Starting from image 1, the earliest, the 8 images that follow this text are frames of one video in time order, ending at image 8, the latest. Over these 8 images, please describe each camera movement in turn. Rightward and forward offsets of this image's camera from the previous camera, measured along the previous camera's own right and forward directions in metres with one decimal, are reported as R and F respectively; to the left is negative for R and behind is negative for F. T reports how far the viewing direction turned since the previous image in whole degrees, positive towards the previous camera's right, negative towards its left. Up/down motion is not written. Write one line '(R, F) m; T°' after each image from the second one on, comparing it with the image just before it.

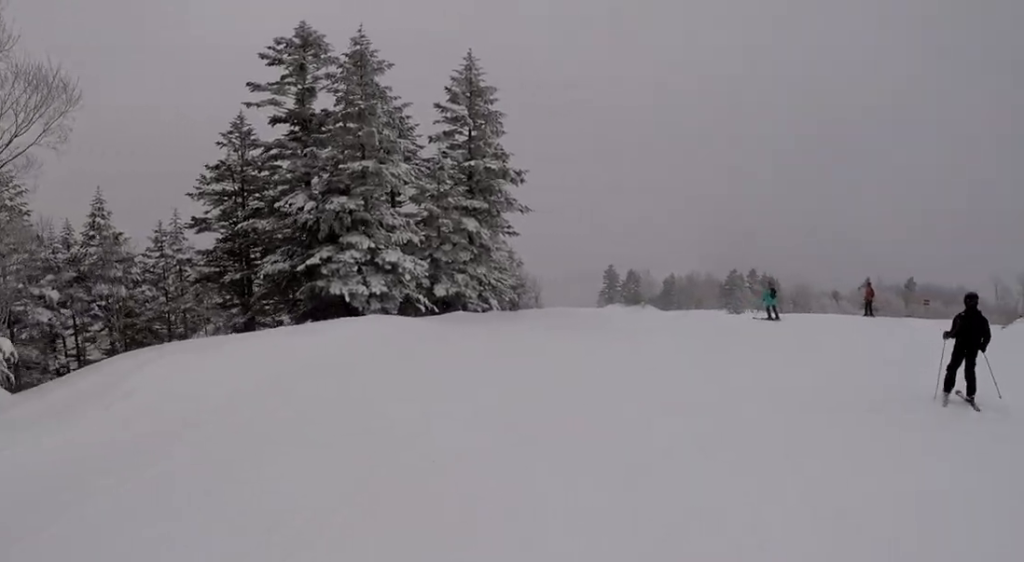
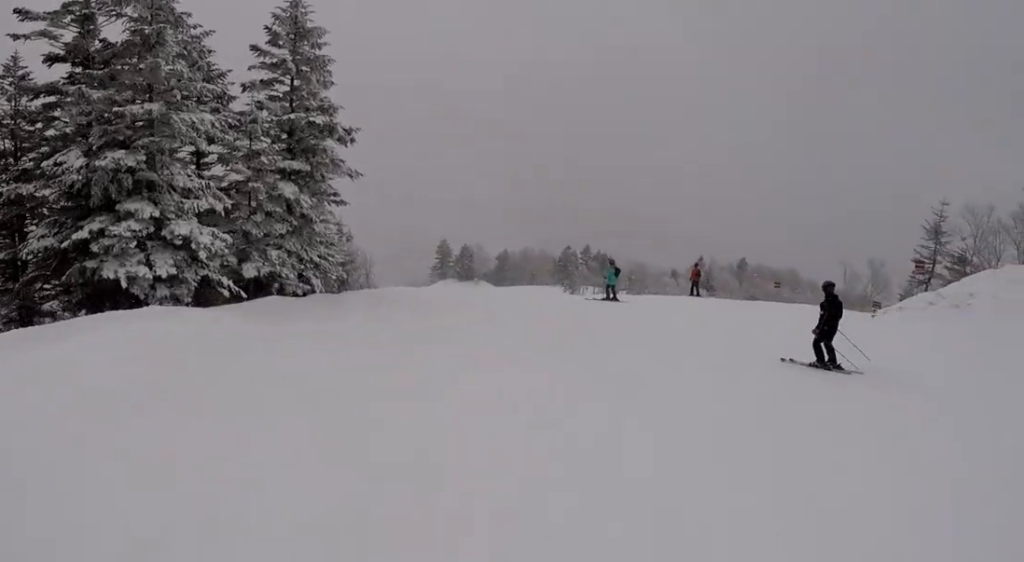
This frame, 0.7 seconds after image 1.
(-0.1, +3.5) m; +8°
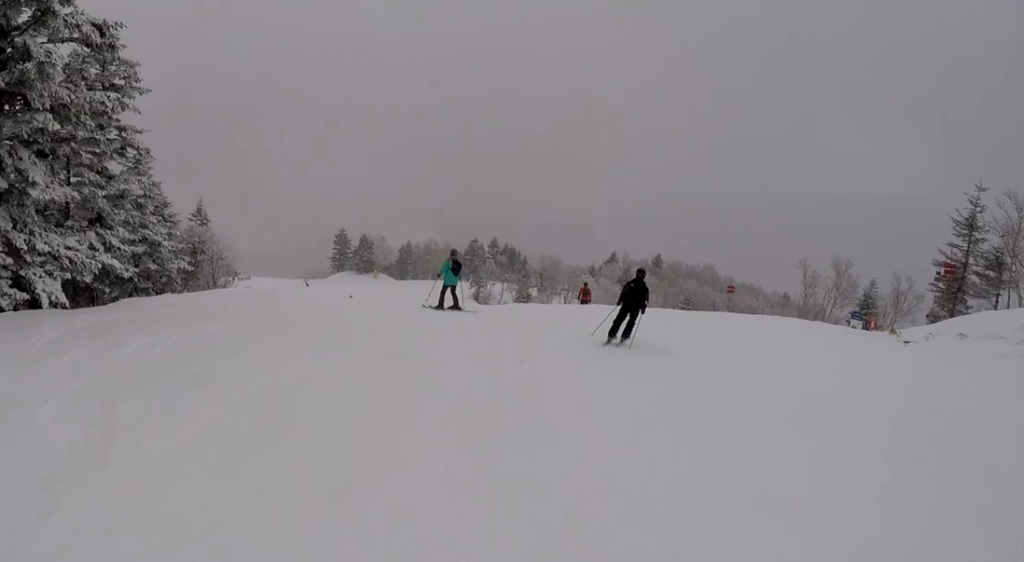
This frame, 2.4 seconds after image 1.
(+3.0, +8.6) m; +19°
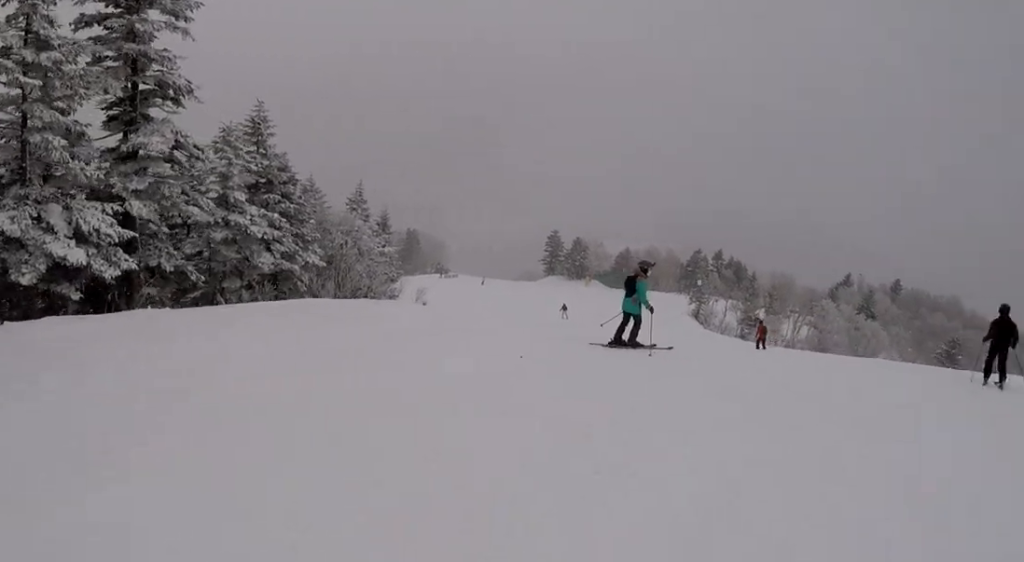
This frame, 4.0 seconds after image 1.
(-1.3, +7.3) m; -3°
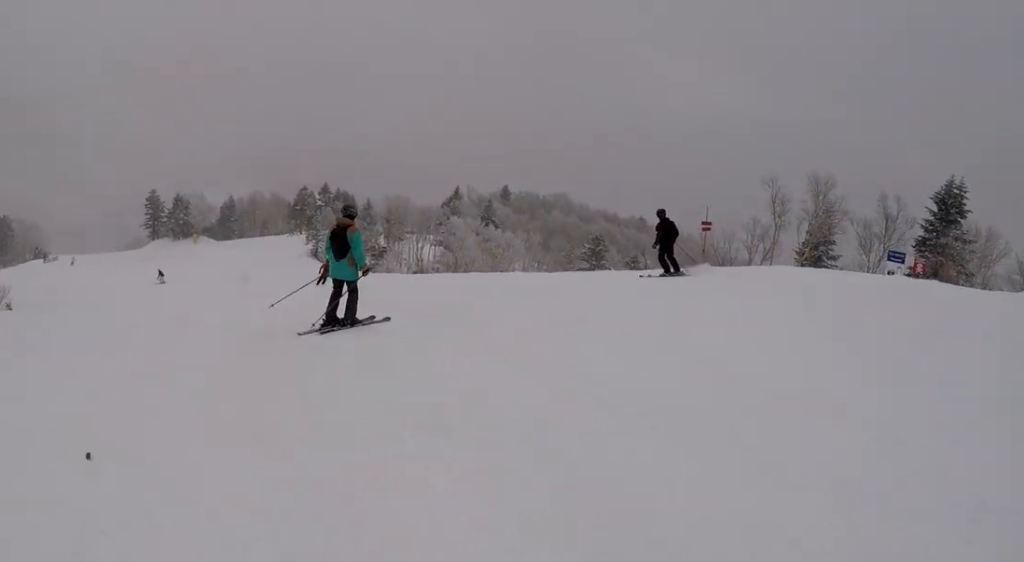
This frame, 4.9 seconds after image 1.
(+0.5, +3.8) m; +16°
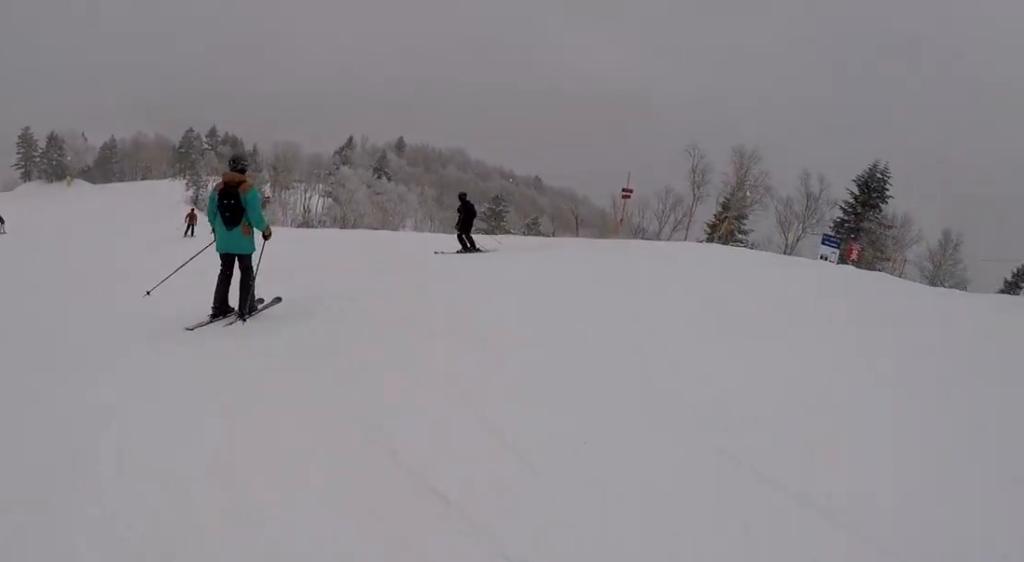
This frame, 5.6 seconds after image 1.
(+0.5, +3.1) m; +11°
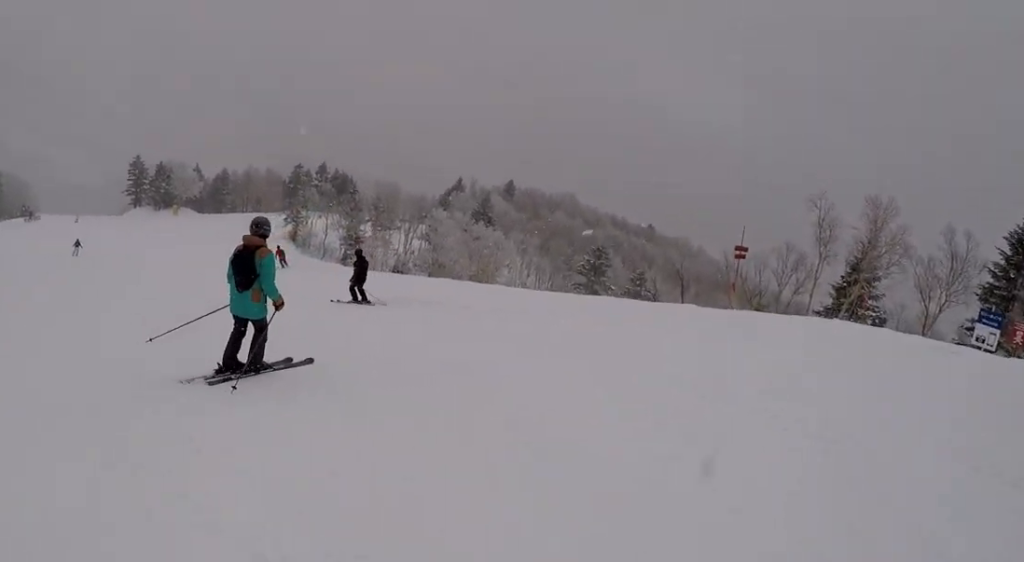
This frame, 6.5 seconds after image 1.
(+0.1, +3.9) m; 0°
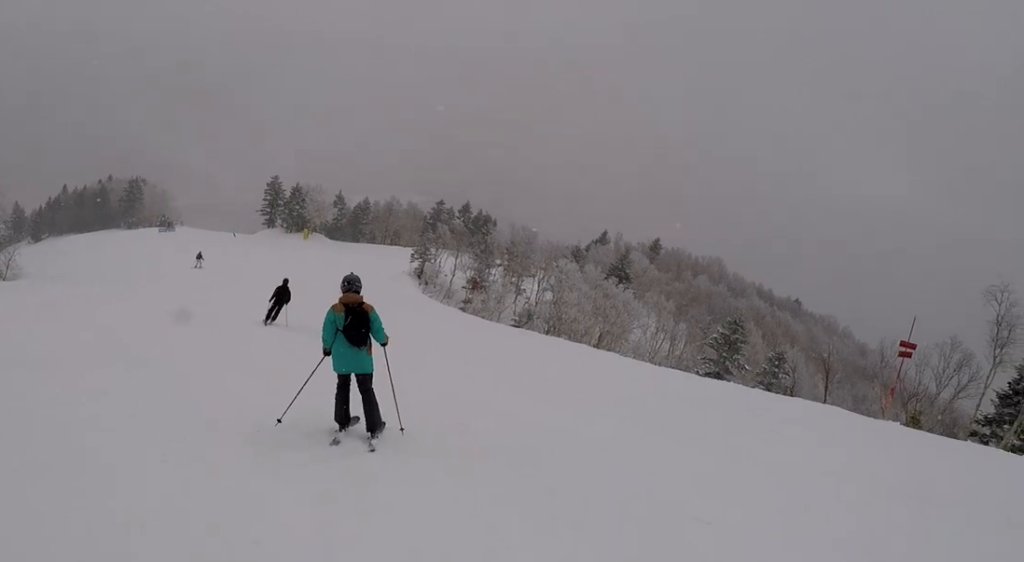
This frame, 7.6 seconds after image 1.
(-0.3, +4.9) m; -13°
